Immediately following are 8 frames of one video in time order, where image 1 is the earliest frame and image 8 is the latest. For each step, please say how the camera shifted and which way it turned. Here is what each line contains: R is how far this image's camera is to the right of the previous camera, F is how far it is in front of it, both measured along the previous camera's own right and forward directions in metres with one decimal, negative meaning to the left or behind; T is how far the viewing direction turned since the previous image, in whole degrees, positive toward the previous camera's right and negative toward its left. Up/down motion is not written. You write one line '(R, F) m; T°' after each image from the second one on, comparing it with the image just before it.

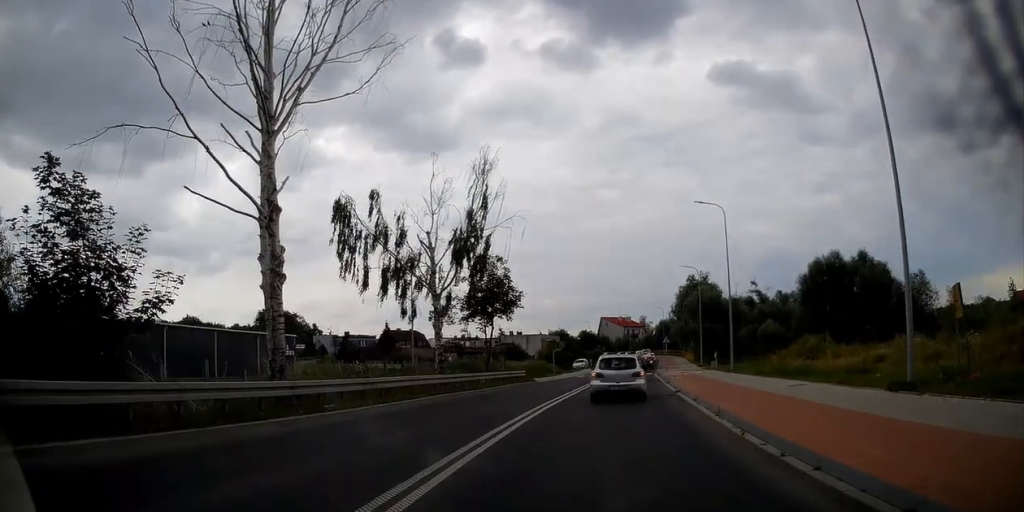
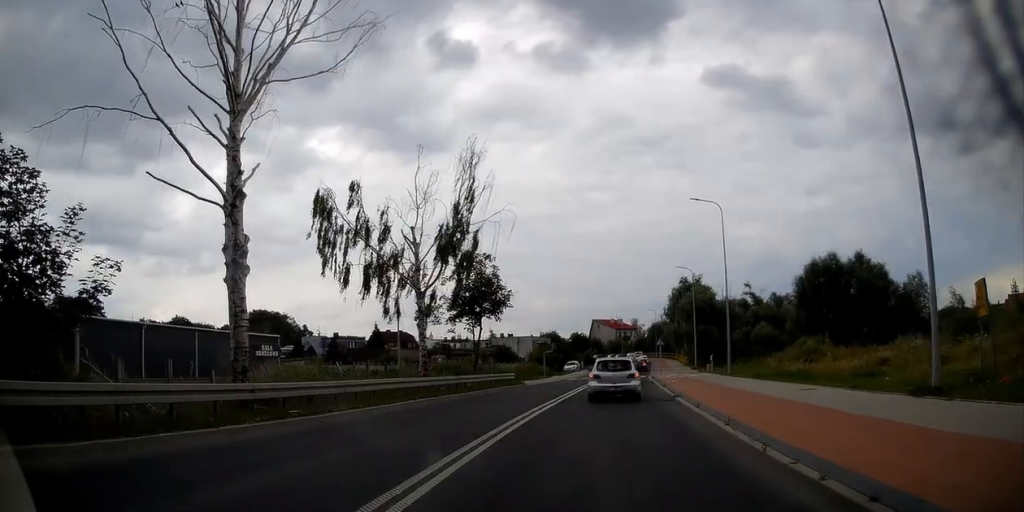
(0.0, +1.7) m; +1°
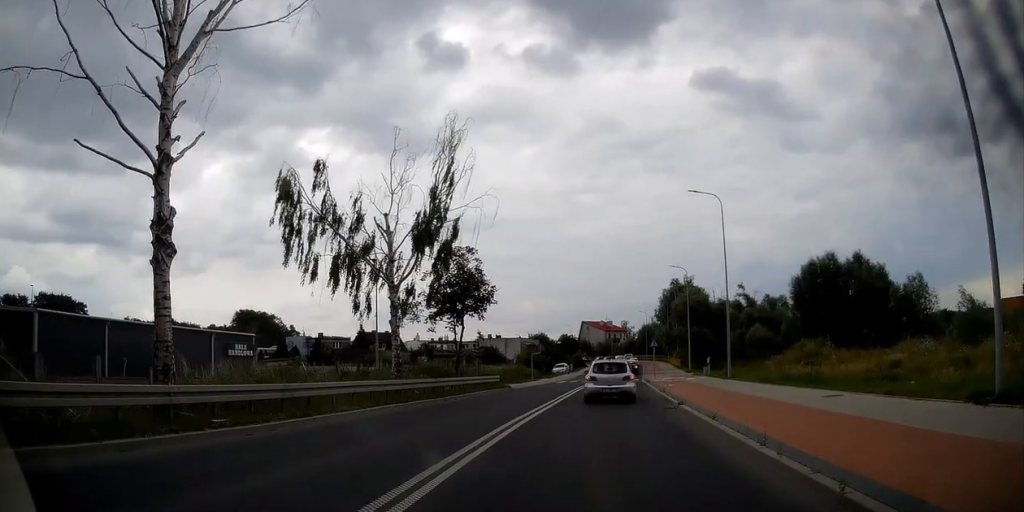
(+0.1, +2.6) m; +1°
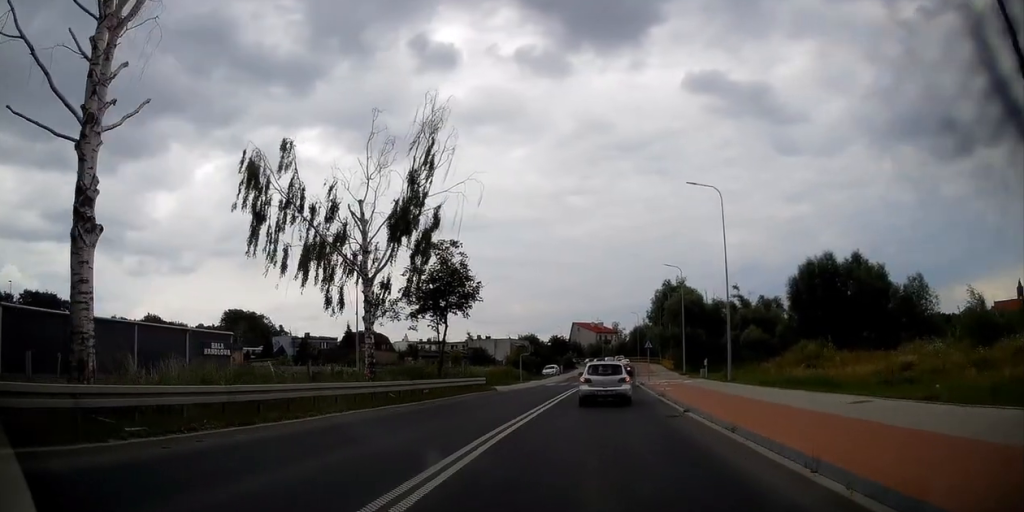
(0.0, +1.8) m; -1°
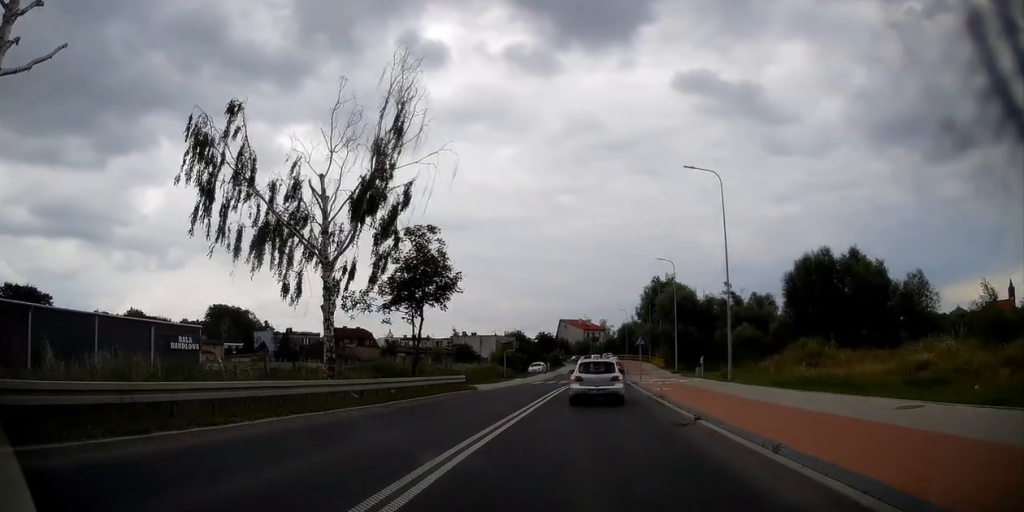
(-0.1, +2.2) m; +1°
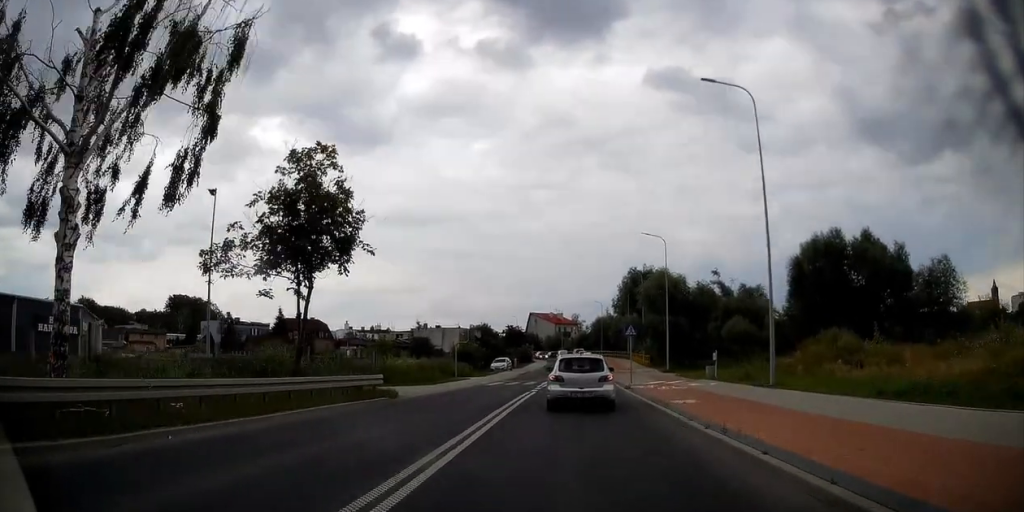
(+0.5, +9.8) m; +5°
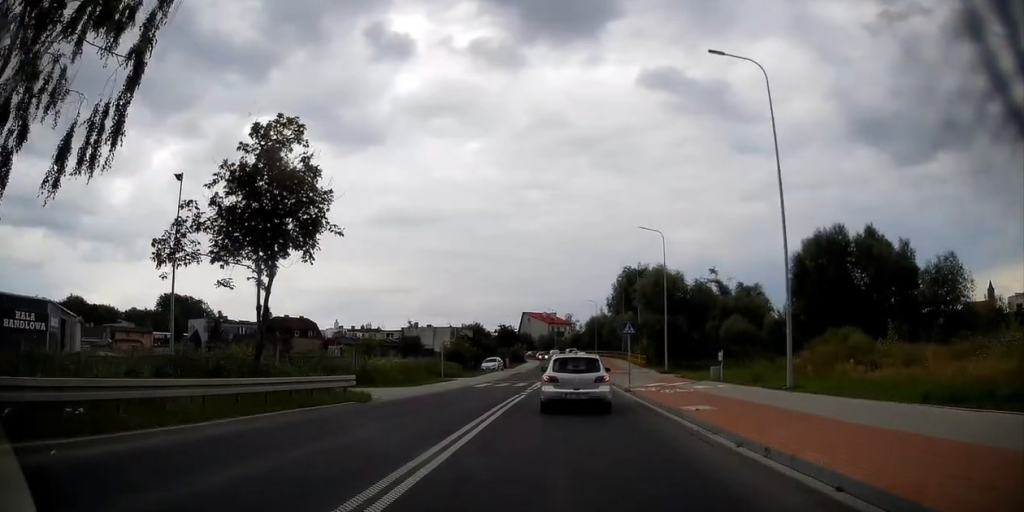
(0.0, +2.5) m; 0°
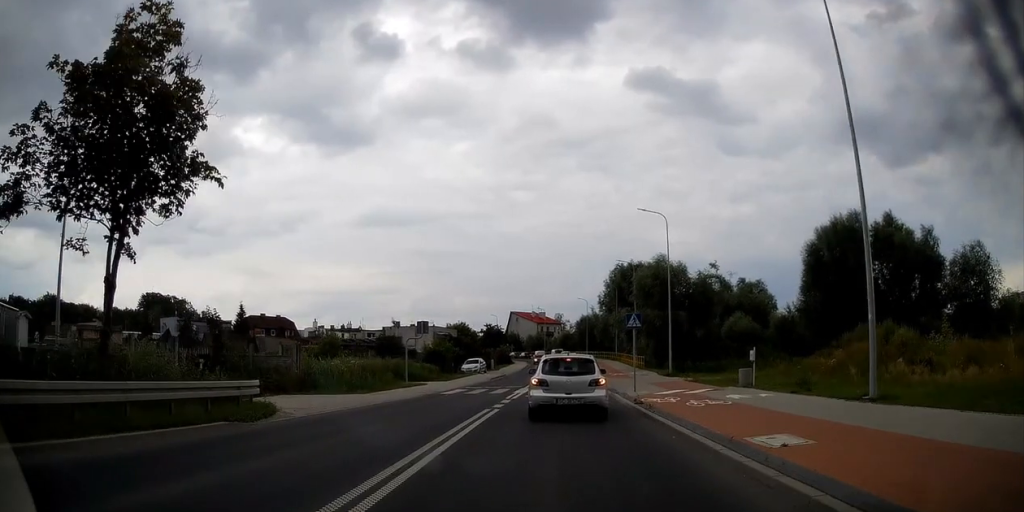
(-0.1, +6.7) m; 0°
